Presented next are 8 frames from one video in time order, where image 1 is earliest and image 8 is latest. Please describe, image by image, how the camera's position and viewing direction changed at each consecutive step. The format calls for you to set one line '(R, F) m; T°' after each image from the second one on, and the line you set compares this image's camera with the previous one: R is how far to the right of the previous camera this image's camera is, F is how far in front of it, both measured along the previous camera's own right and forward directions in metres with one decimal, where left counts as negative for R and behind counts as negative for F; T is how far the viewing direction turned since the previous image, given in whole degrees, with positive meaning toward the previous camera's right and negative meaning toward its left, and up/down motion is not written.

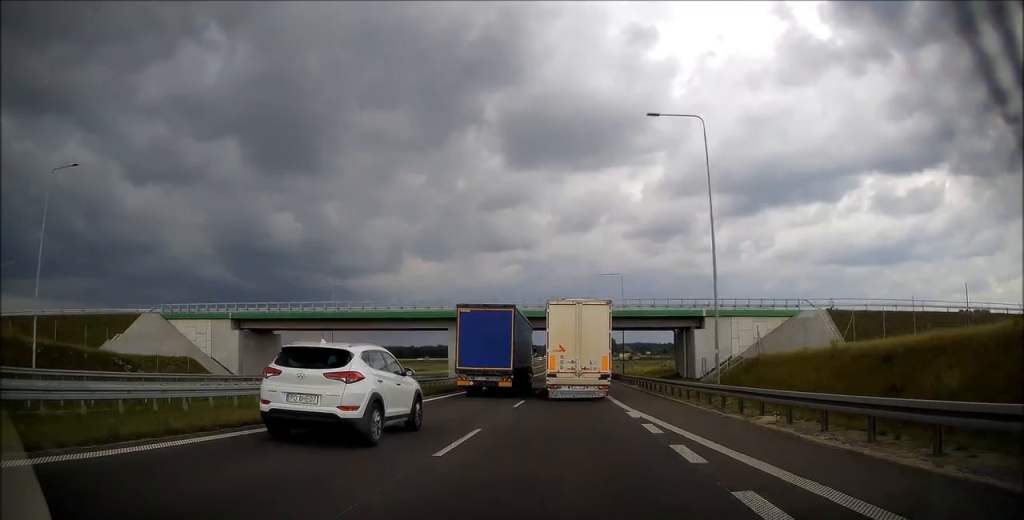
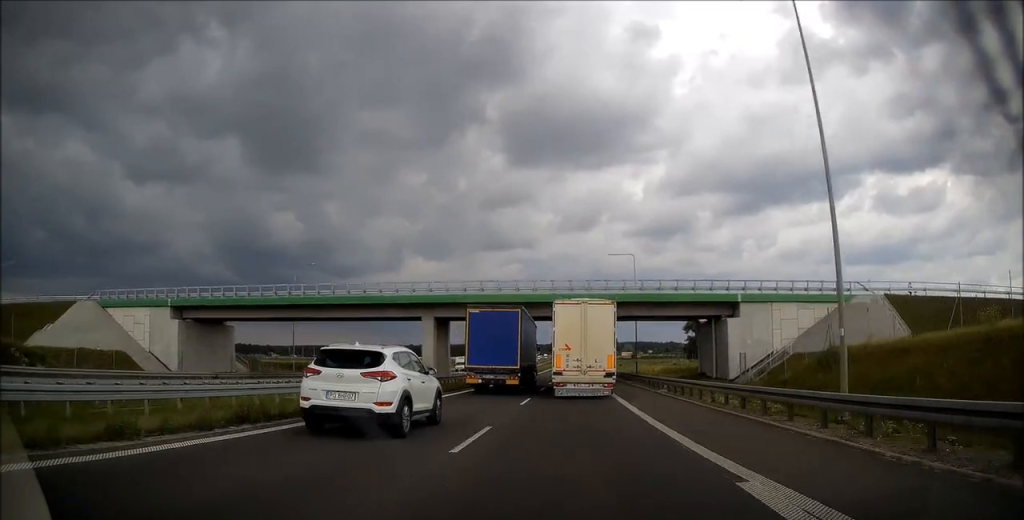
(0.0, +11.7) m; 0°
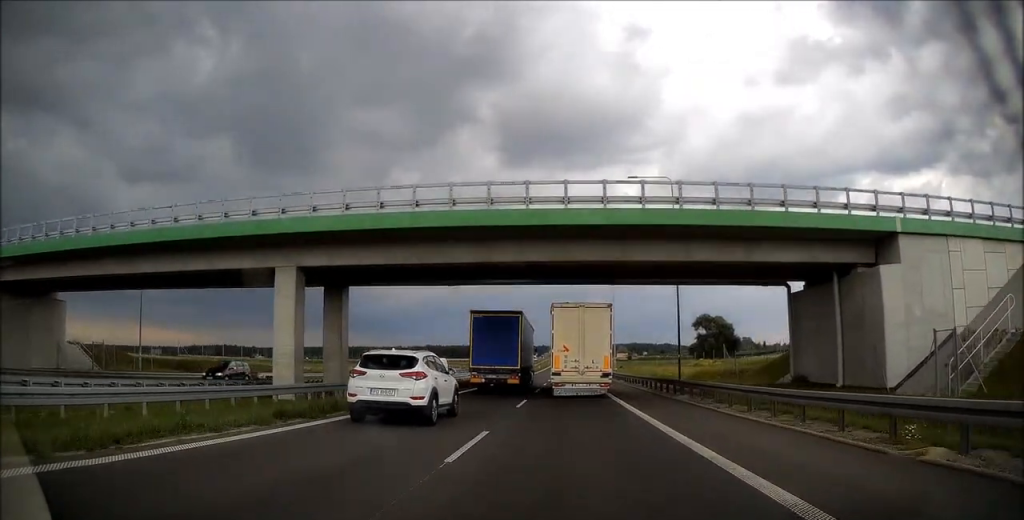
(+0.2, +25.0) m; 0°
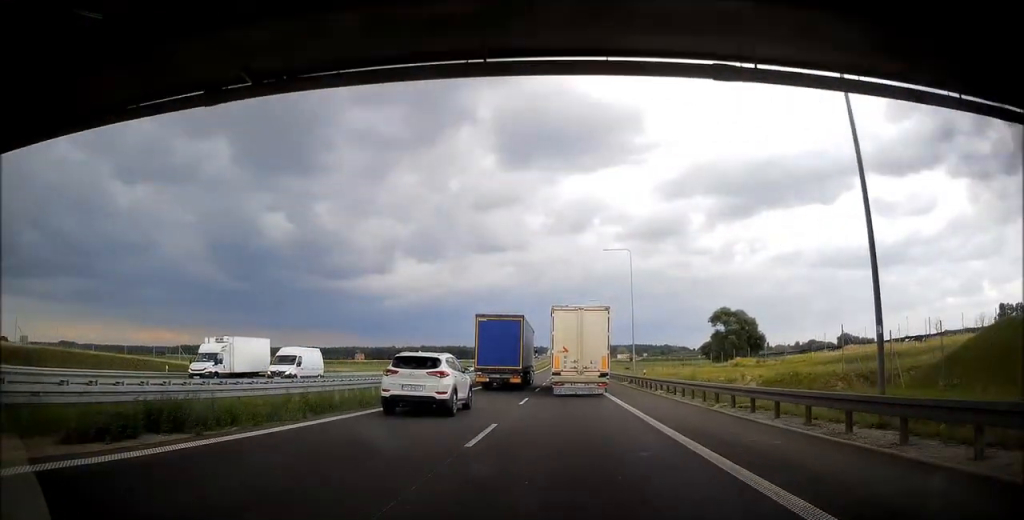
(0.0, +22.7) m; 0°
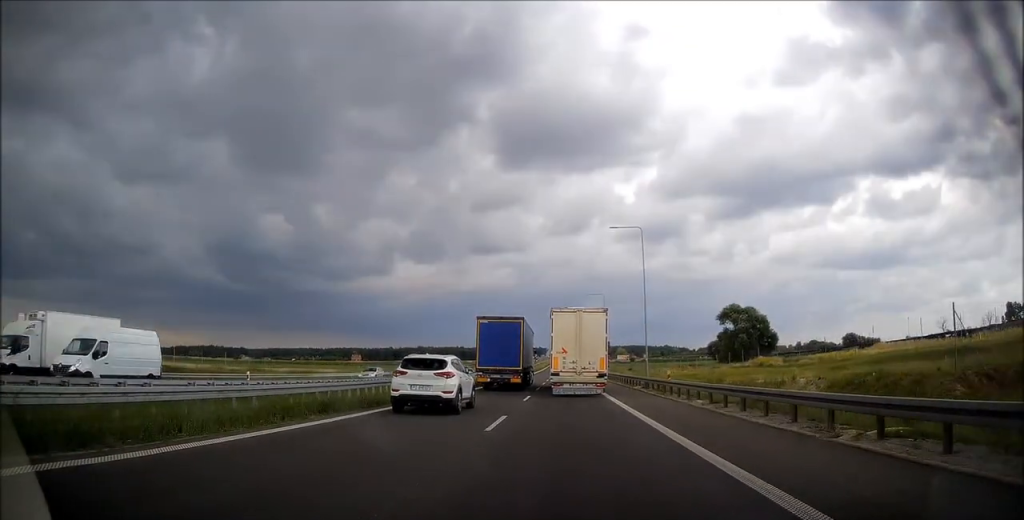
(-0.1, +9.4) m; 0°
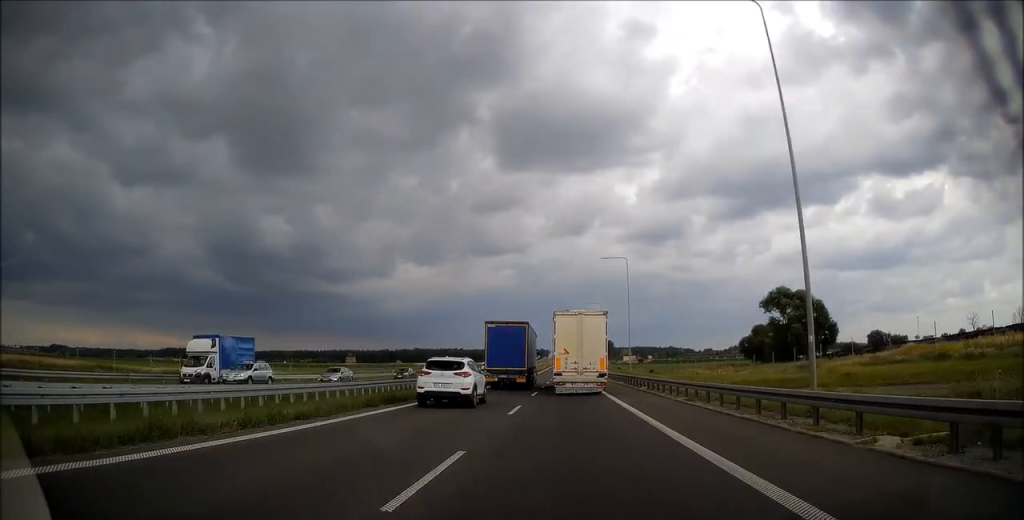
(+0.3, +31.3) m; 0°
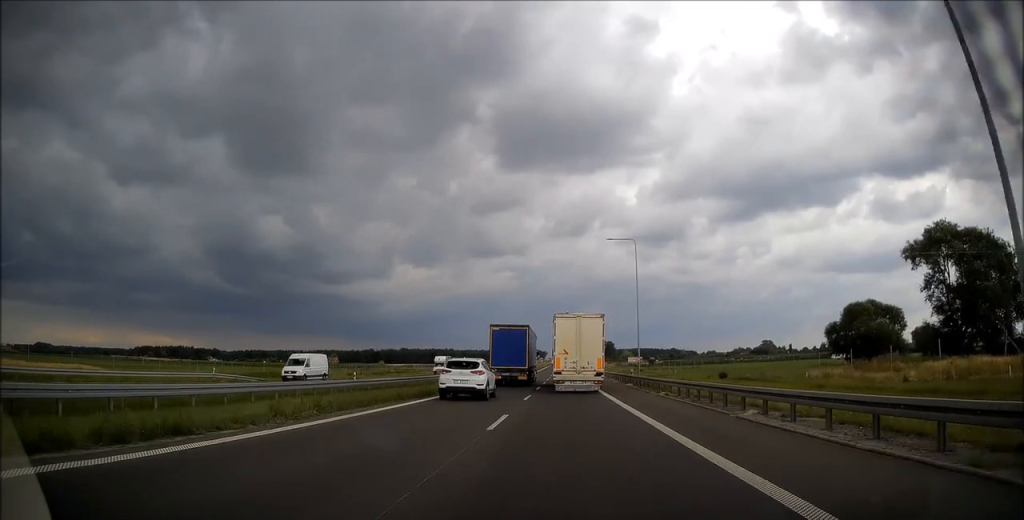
(-0.1, +52.8) m; 0°
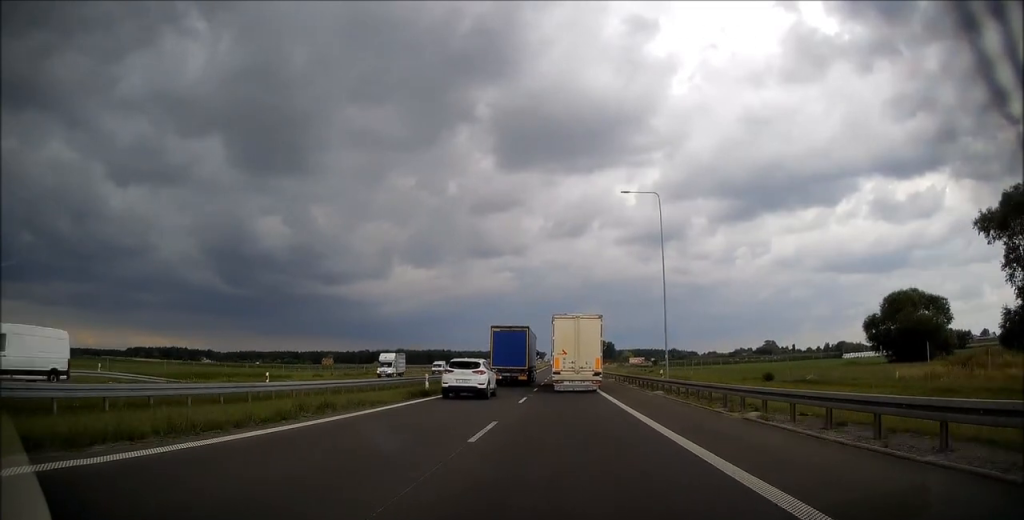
(-0.1, +14.2) m; 0°
